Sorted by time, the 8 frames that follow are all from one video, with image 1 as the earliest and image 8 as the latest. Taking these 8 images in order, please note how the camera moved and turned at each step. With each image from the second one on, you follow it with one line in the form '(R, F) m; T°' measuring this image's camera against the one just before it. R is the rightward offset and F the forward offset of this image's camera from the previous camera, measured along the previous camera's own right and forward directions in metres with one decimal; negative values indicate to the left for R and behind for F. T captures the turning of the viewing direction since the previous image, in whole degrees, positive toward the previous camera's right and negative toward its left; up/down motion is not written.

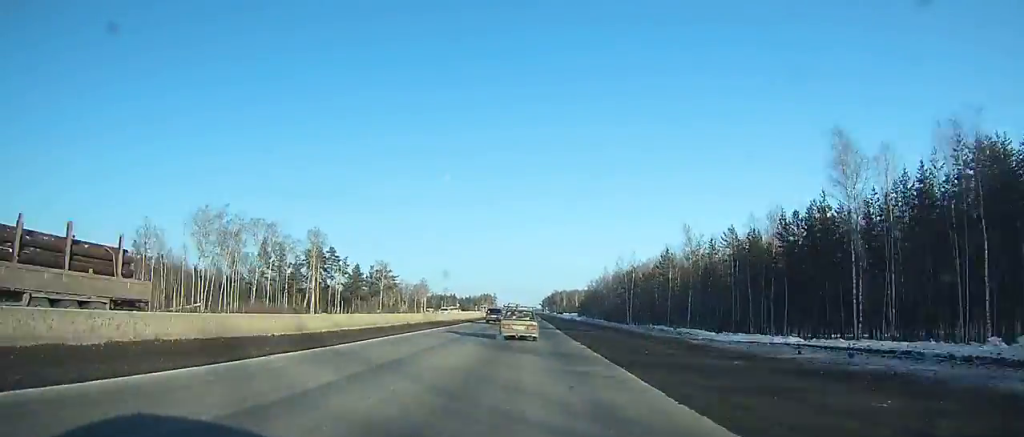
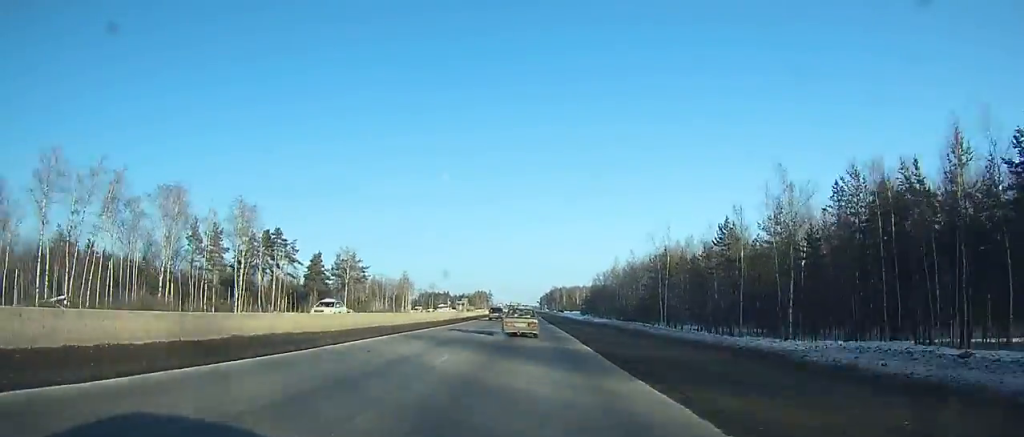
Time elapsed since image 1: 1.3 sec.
(0.0, +29.6) m; 0°
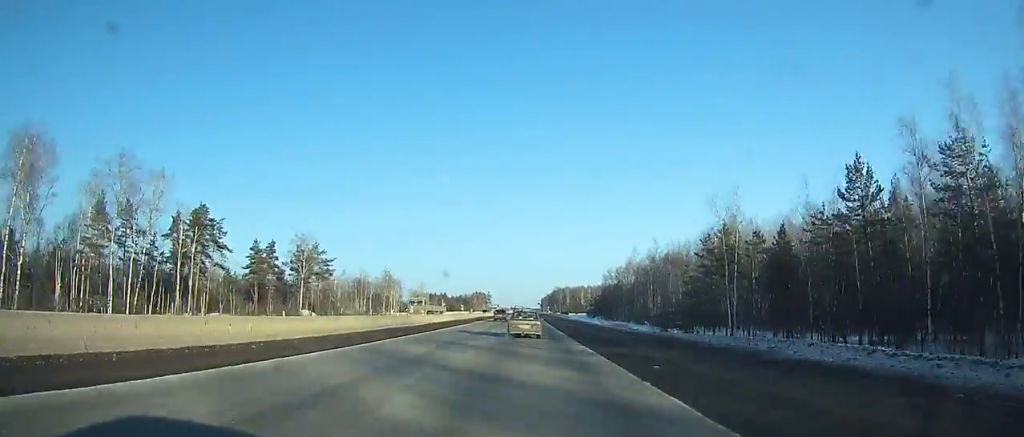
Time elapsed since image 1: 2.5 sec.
(+0.1, +26.2) m; 0°
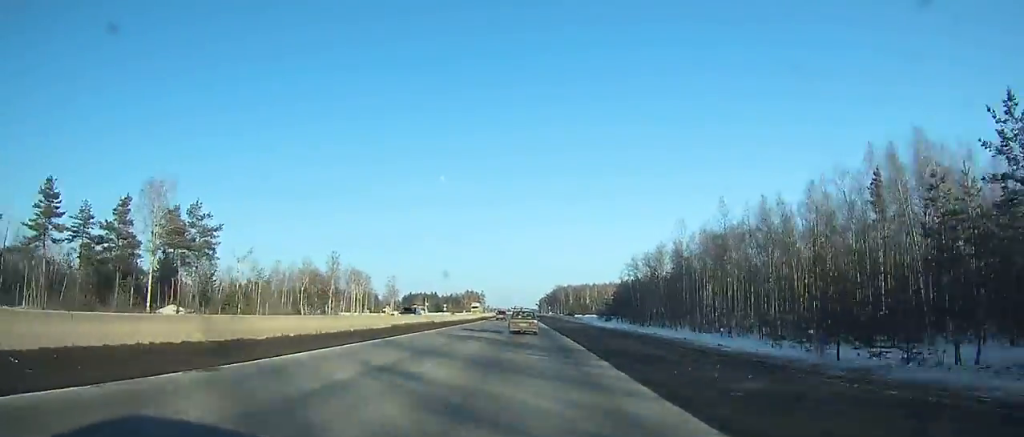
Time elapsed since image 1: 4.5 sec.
(+0.1, +43.7) m; 0°
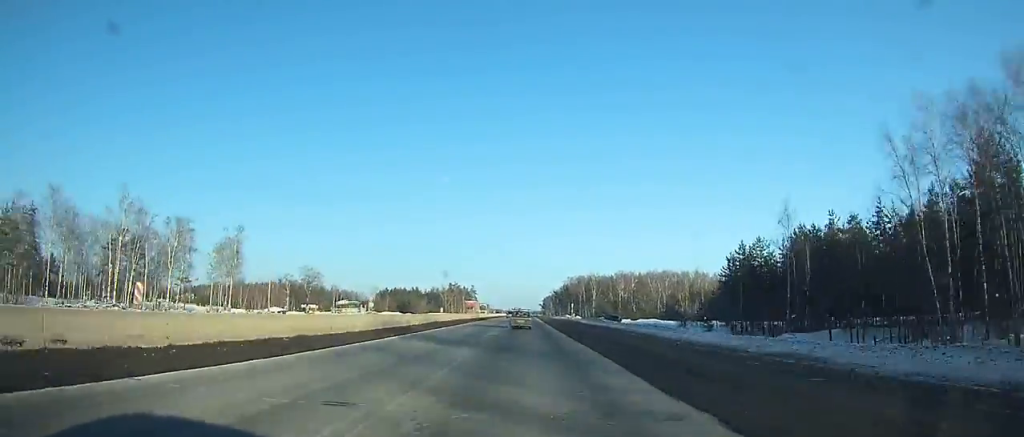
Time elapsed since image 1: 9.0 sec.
(-0.2, +99.3) m; 0°
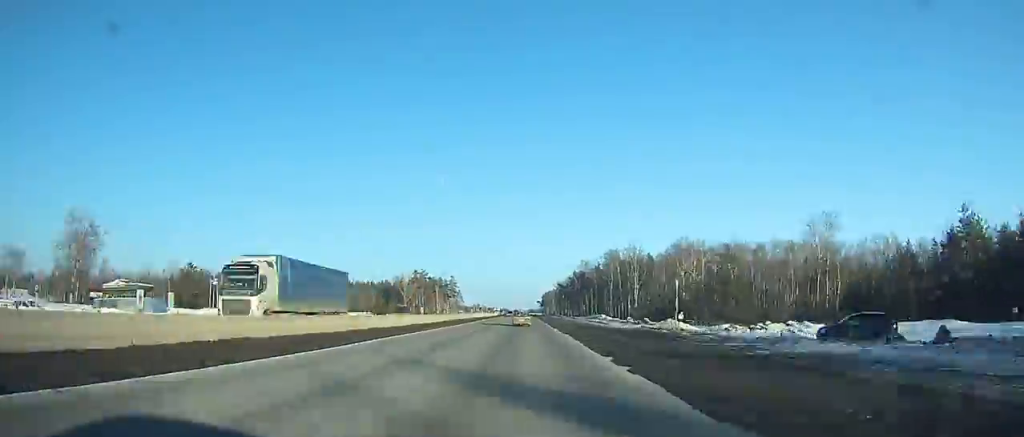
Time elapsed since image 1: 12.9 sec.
(0.0, +91.5) m; 0°
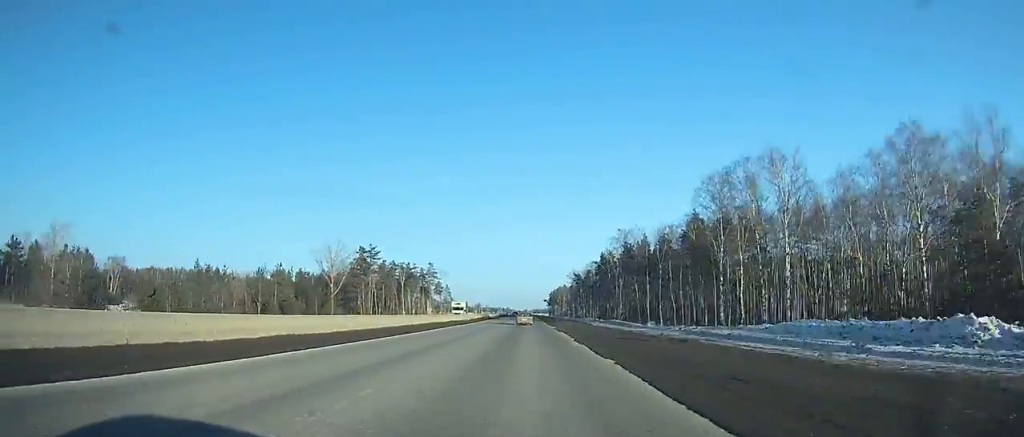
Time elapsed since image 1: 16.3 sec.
(-0.2, +79.5) m; 0°
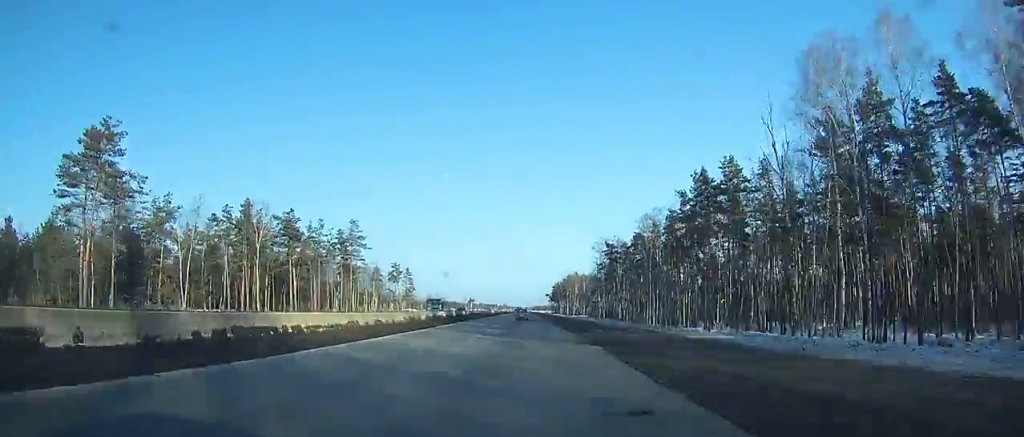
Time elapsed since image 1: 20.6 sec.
(-0.2, +96.5) m; 0°
